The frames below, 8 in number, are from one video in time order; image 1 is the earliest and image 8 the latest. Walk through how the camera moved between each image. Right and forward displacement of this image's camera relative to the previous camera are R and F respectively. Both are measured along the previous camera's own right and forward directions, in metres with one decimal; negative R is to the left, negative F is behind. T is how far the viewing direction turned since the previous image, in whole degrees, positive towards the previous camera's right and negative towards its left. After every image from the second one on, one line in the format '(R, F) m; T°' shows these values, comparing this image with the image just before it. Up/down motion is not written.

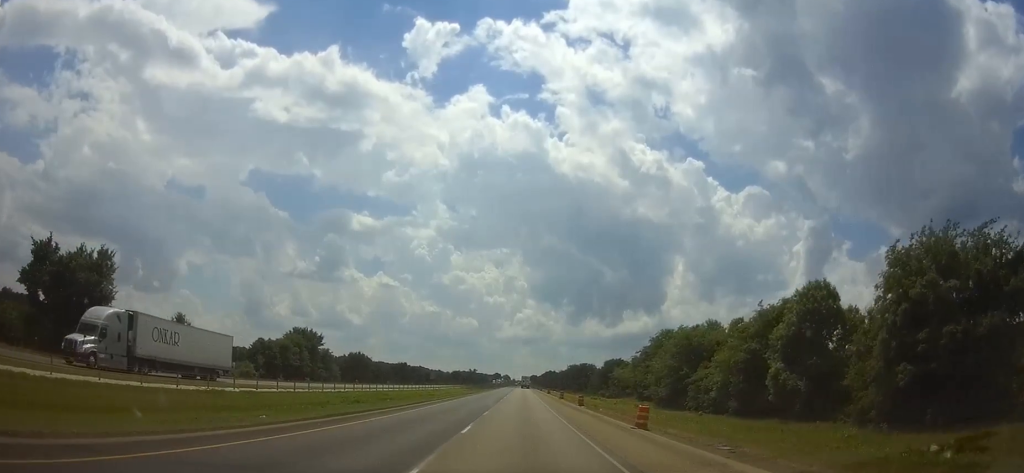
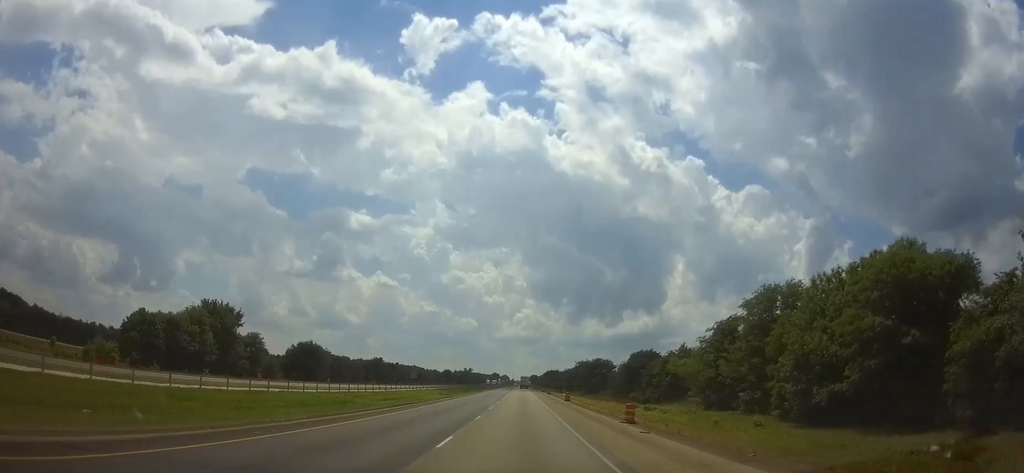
(+0.1, +54.2) m; 0°
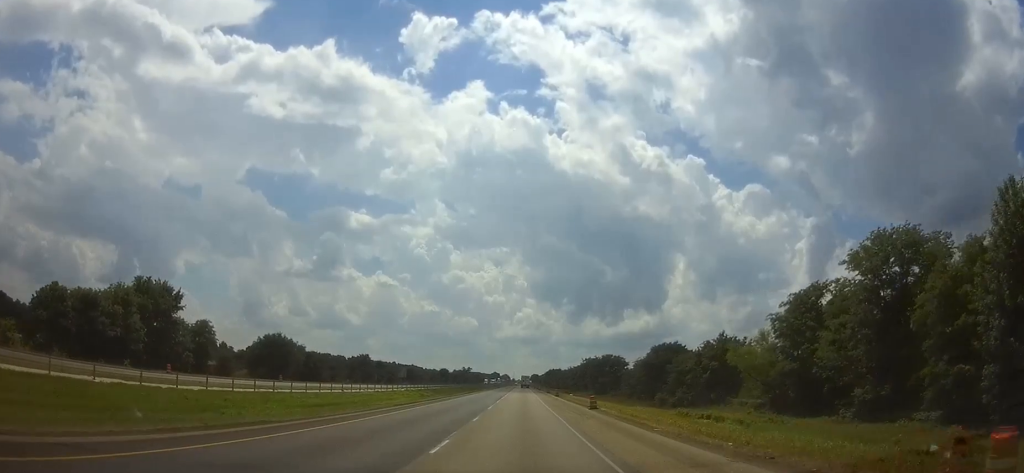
(-0.1, +25.3) m; 0°
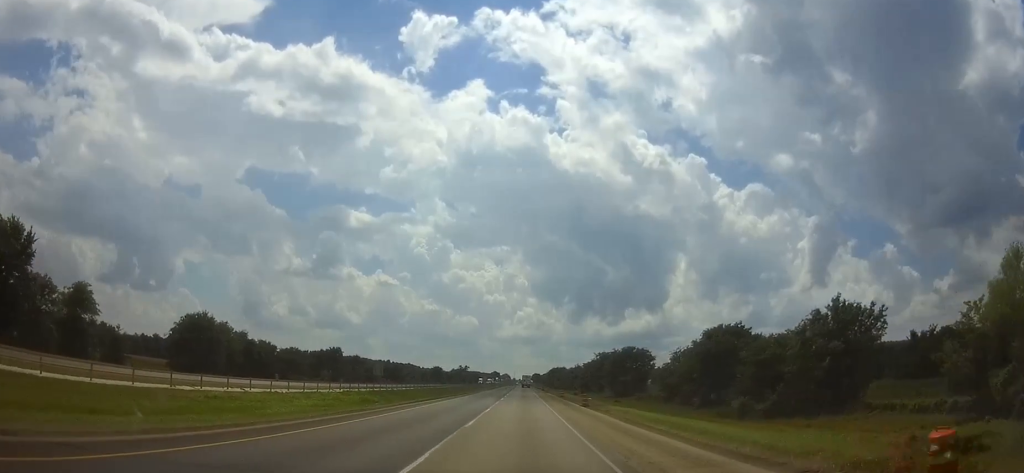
(0.0, +40.0) m; 0°
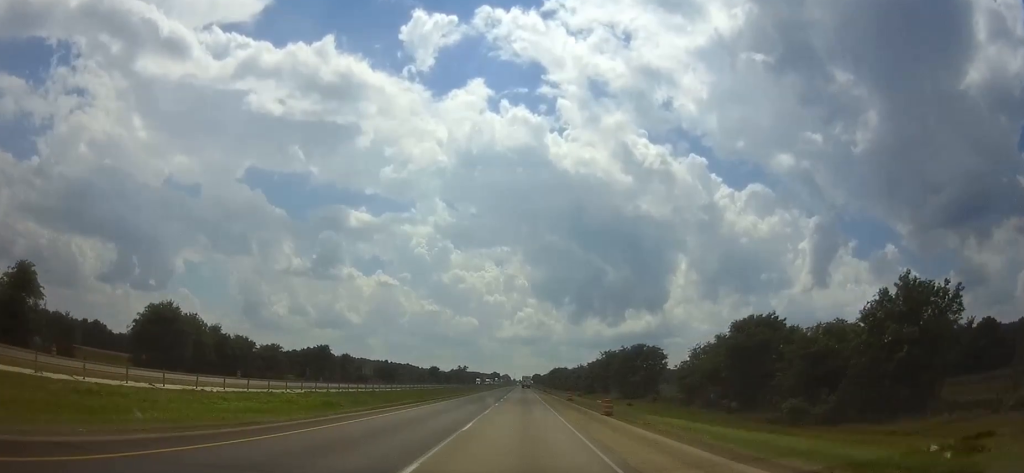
(0.0, +13.8) m; 0°
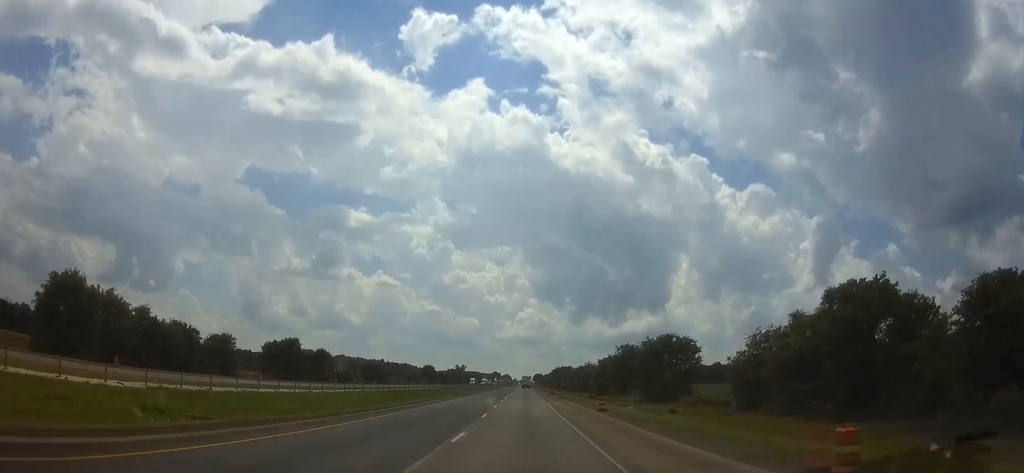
(0.0, +28.8) m; 0°
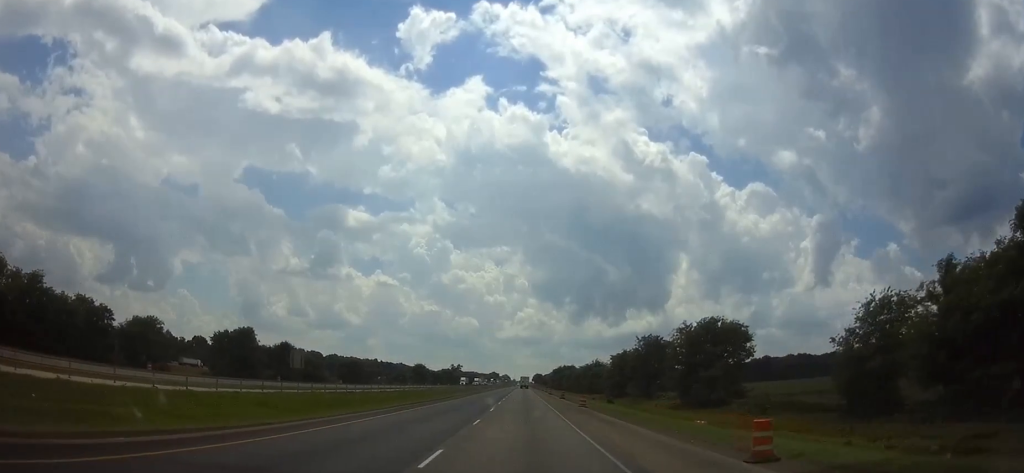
(-0.1, +30.1) m; 0°
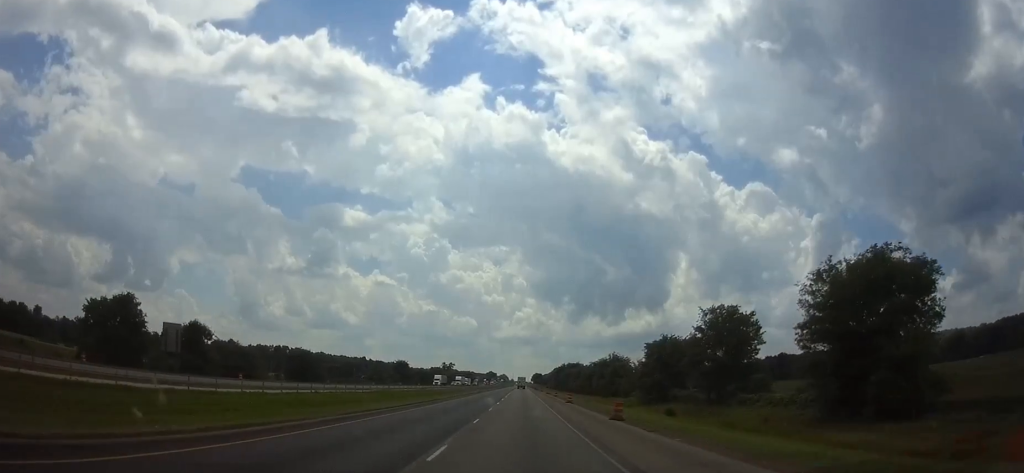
(+0.1, +48.0) m; 0°
